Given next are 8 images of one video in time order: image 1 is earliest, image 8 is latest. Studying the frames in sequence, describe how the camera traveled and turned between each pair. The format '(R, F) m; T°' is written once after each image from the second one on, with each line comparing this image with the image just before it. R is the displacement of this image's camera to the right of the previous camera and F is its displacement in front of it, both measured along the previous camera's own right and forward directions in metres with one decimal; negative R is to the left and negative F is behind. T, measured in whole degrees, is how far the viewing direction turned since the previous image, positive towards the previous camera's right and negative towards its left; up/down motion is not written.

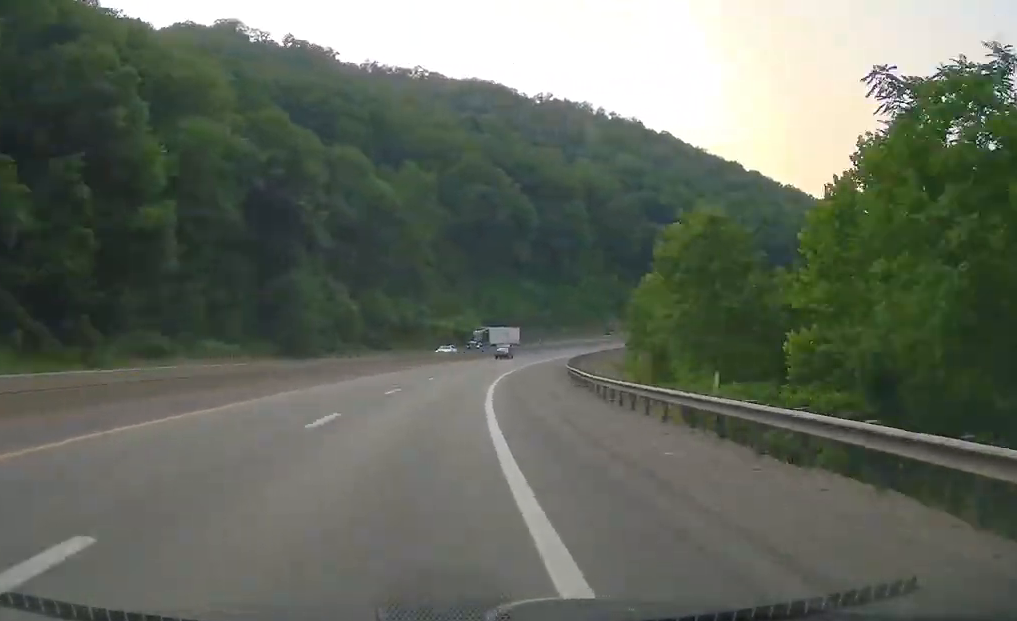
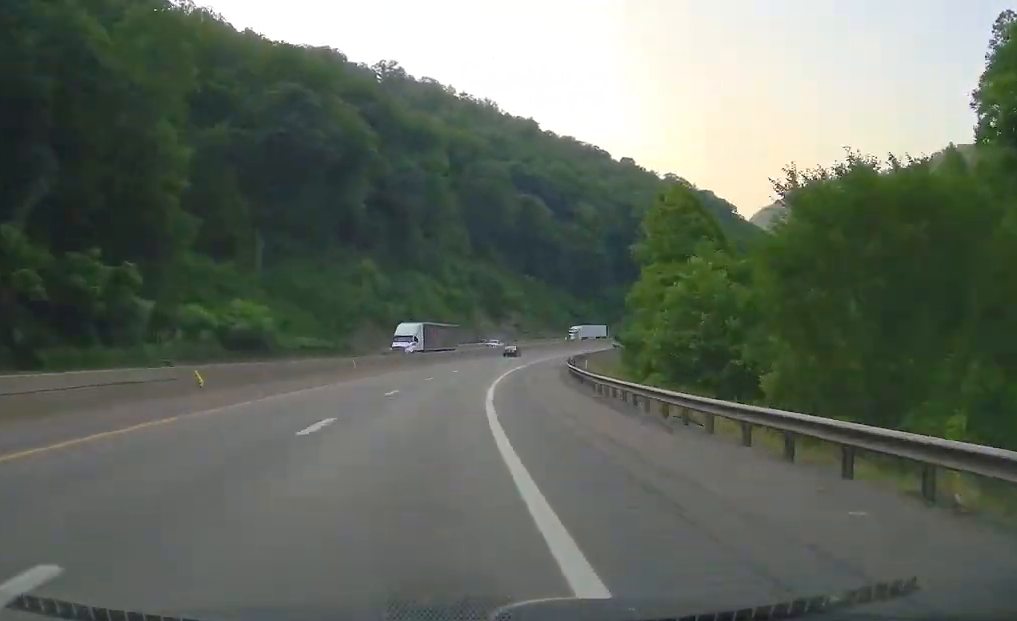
(+13.1, +71.4) m; +14°
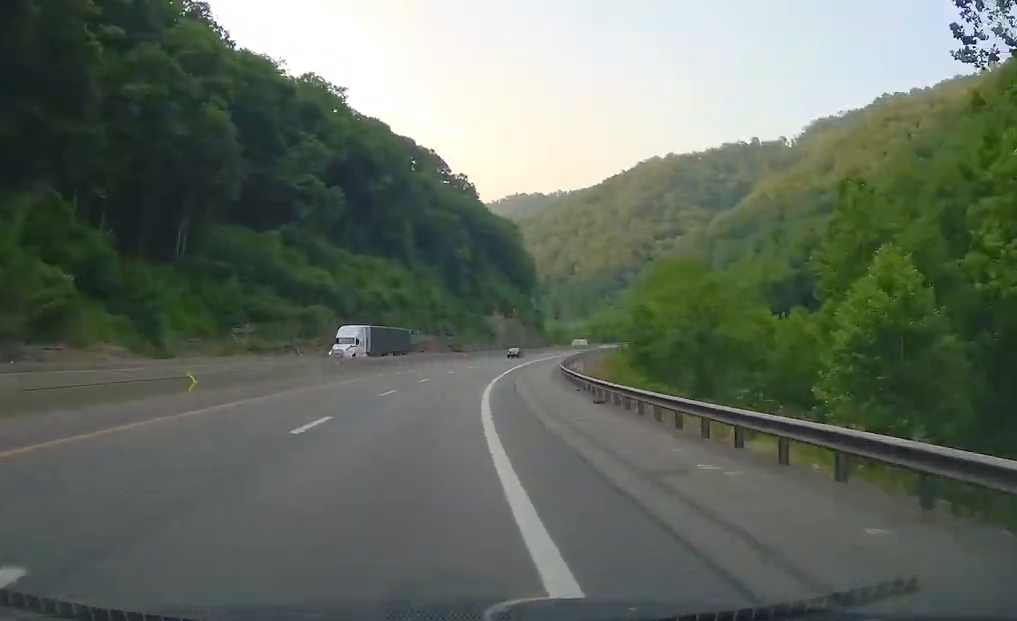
(+34.7, +147.8) m; +27°
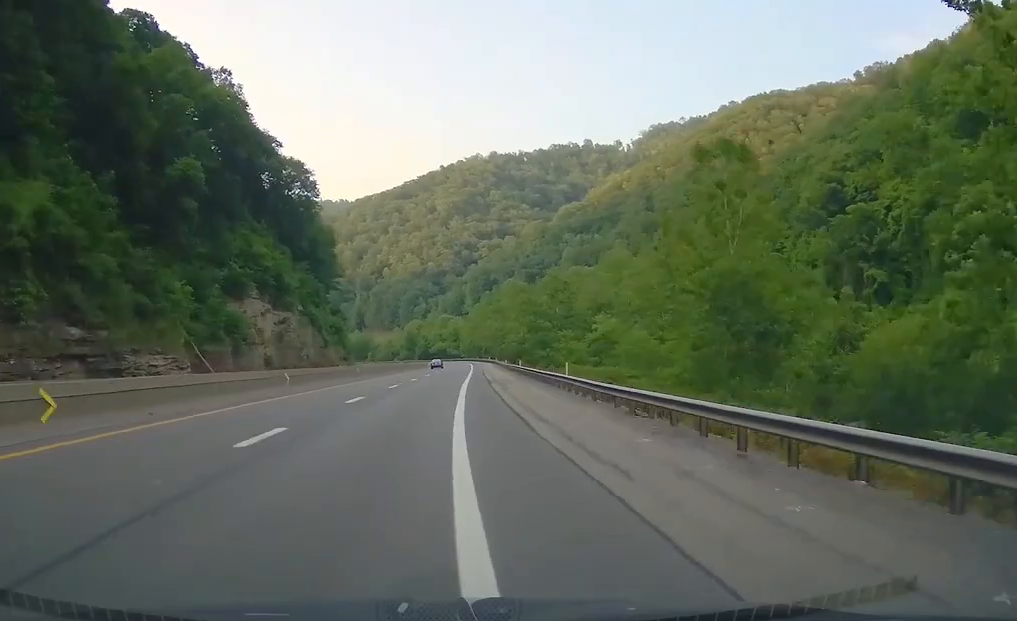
(+15.0, +96.6) m; +8°
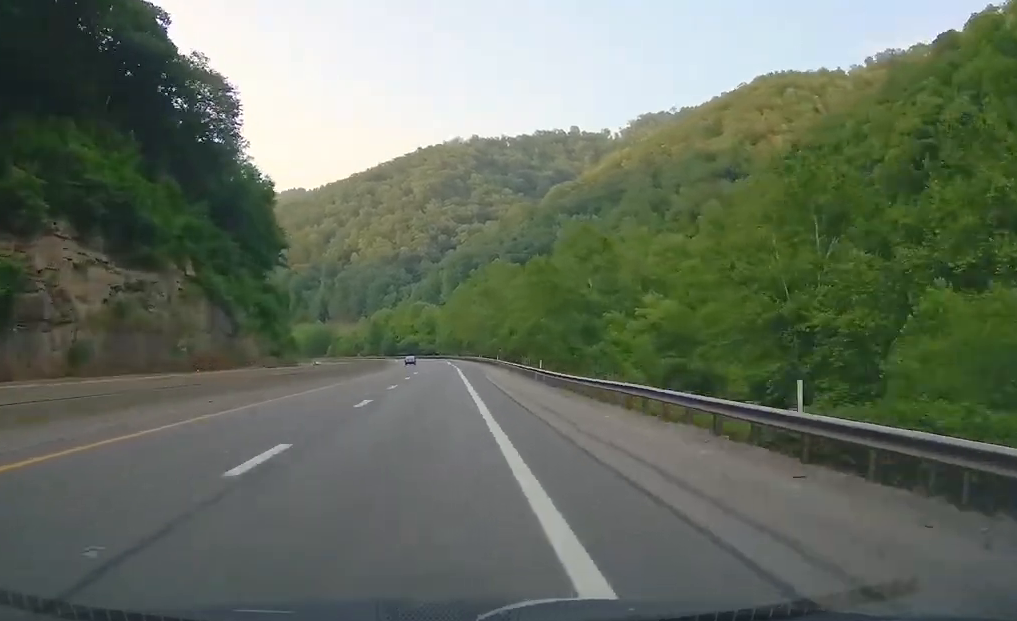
(+2.2, +51.6) m; +1°
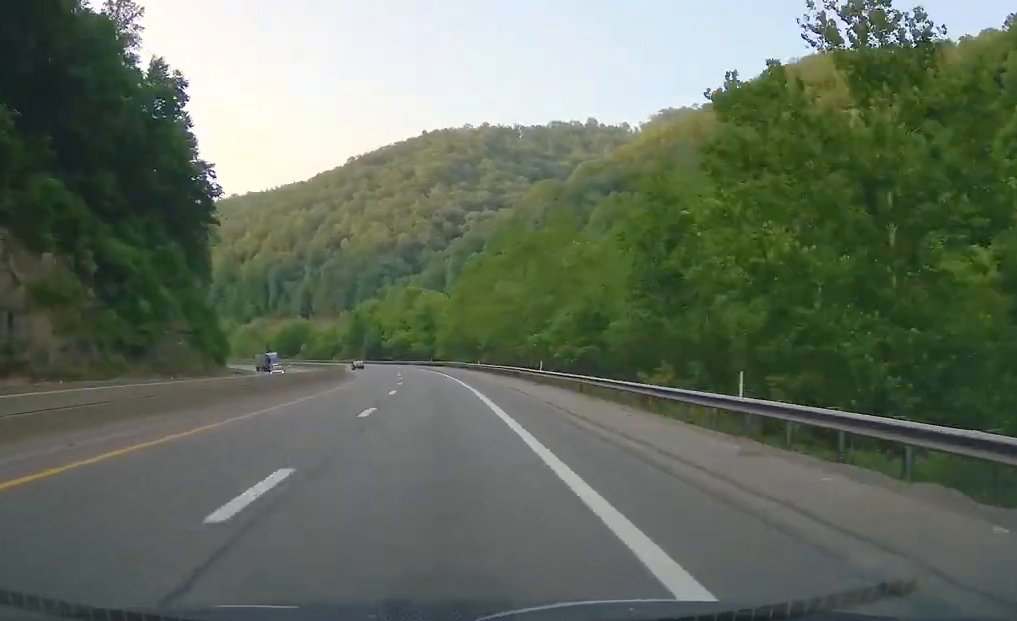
(+1.2, +64.1) m; -4°
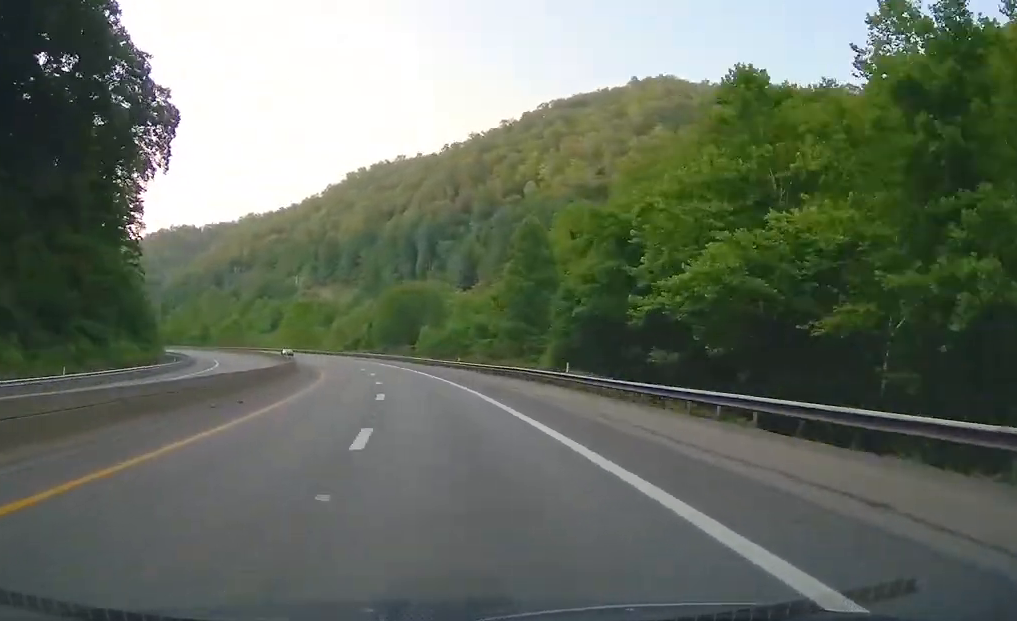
(-14.2, +127.9) m; -18°
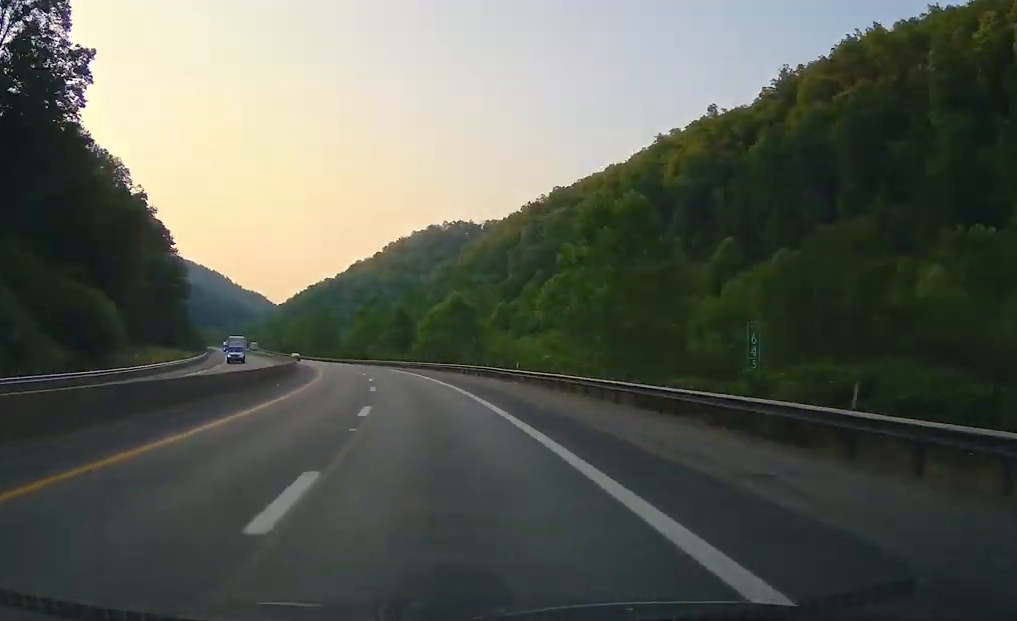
(-25.9, +138.5) m; -23°
